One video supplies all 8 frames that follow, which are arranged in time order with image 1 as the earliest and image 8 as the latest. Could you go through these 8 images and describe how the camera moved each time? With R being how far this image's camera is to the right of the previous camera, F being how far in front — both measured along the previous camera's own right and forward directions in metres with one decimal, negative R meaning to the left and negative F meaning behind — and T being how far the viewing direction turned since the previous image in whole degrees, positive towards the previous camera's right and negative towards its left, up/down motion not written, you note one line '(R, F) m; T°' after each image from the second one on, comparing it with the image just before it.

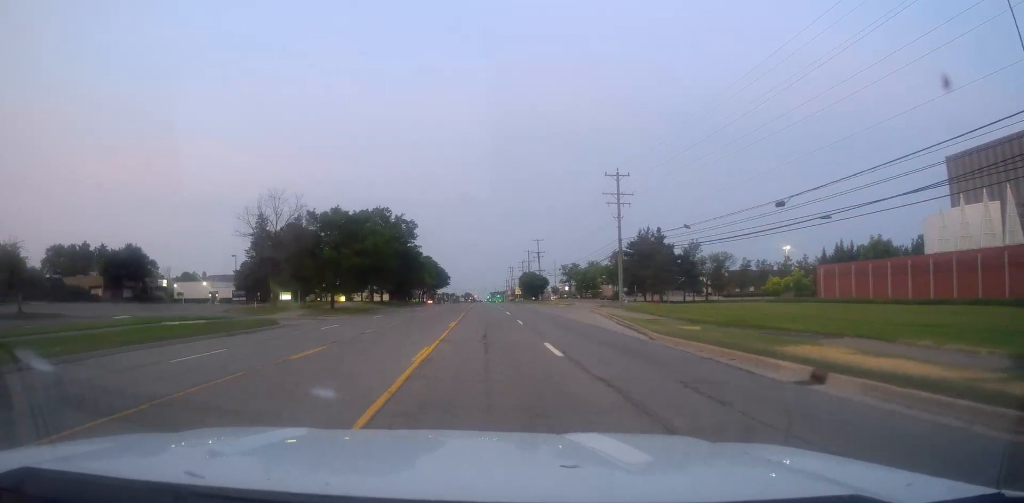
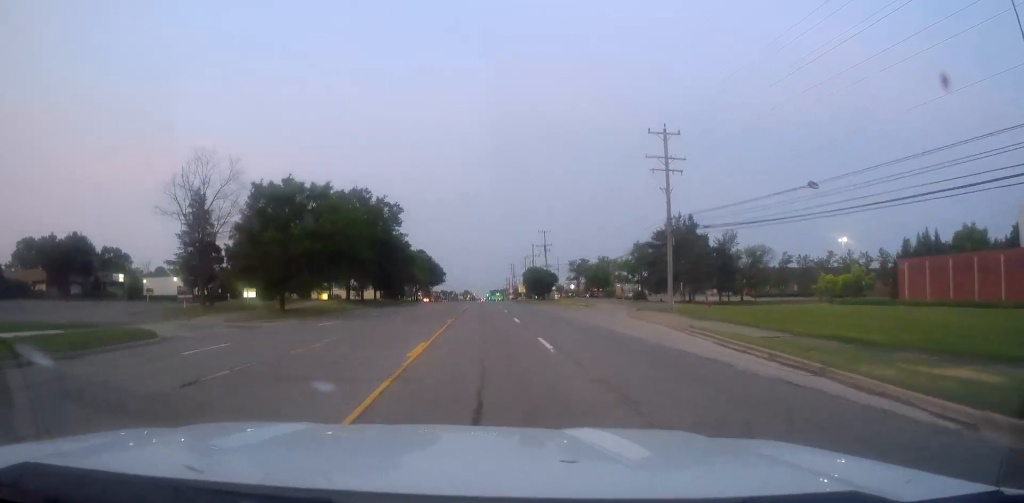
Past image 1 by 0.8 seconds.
(0.0, +15.7) m; 0°
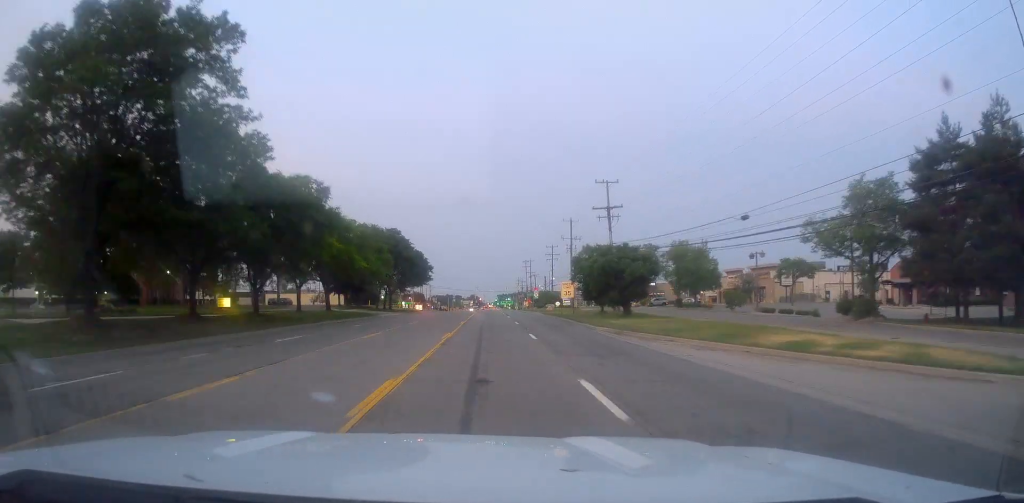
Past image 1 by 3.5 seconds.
(+0.5, +54.9) m; +1°
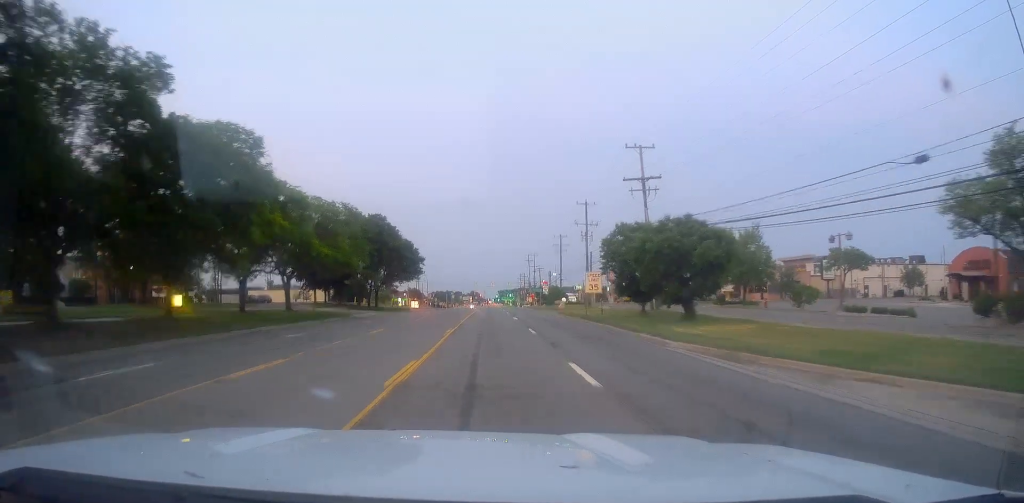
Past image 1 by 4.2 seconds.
(-0.3, +14.2) m; 0°
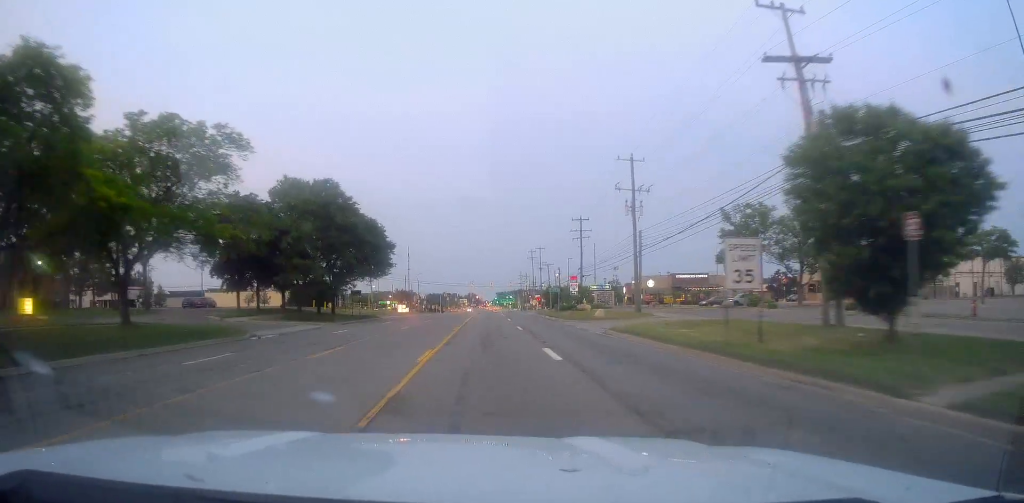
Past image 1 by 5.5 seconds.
(+0.2, +25.8) m; -1°
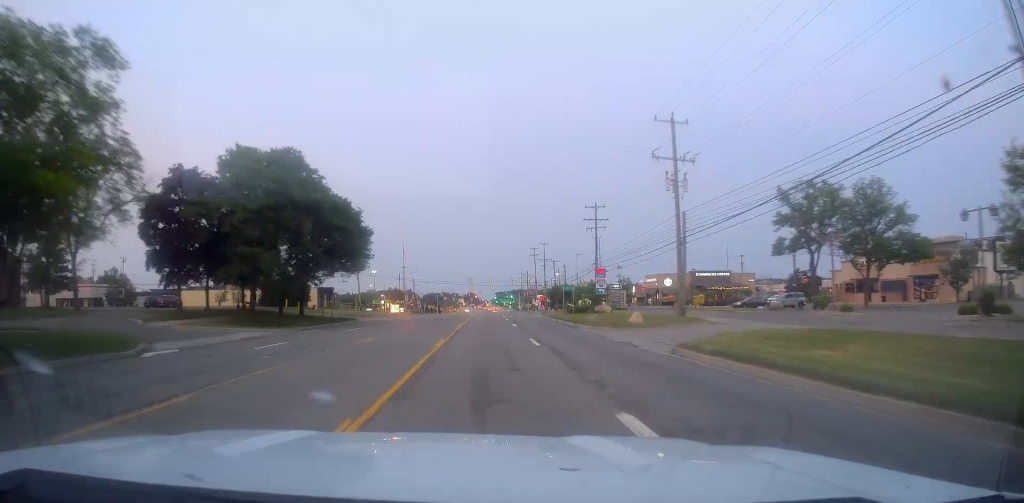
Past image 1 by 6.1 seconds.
(-0.5, +11.6) m; -1°
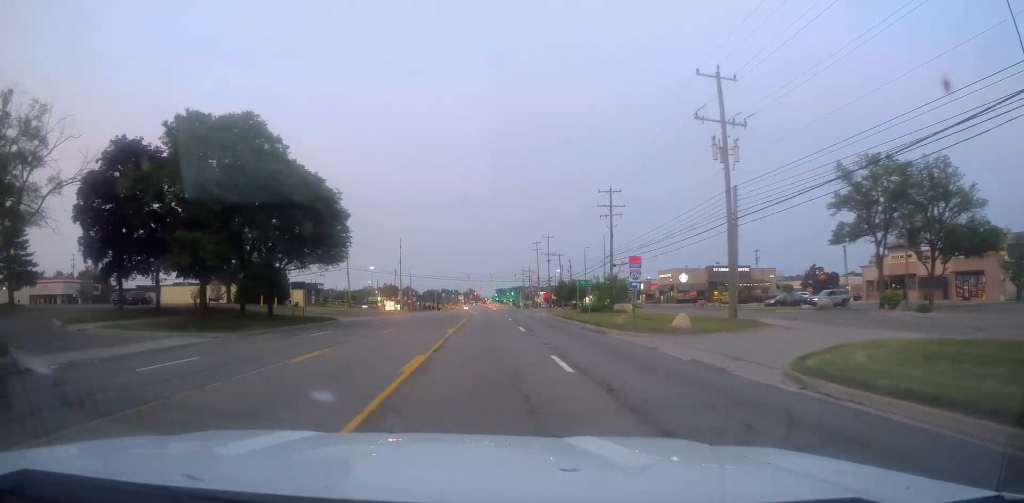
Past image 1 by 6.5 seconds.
(-0.1, +8.4) m; 0°
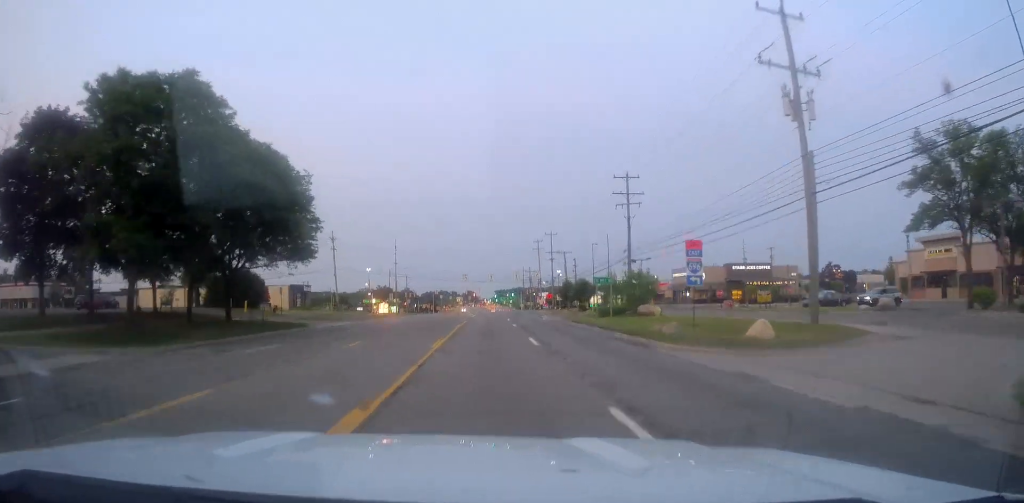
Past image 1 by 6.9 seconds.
(+0.1, +8.4) m; +1°
